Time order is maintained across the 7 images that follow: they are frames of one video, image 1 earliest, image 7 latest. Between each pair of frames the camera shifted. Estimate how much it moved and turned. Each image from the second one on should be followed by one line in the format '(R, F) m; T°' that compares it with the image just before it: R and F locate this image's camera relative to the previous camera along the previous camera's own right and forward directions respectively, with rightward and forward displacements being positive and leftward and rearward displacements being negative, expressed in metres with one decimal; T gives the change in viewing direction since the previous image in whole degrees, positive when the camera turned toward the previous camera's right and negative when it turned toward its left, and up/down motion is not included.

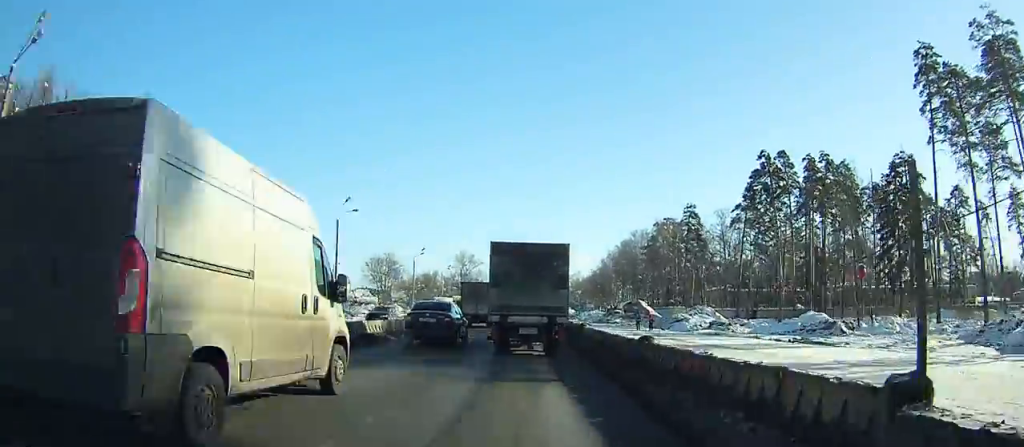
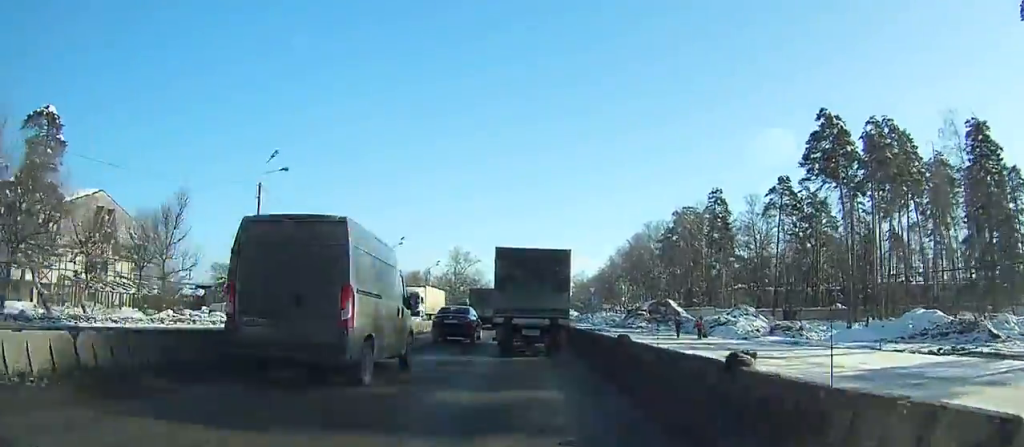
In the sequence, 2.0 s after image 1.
(+0.2, +19.0) m; +1°
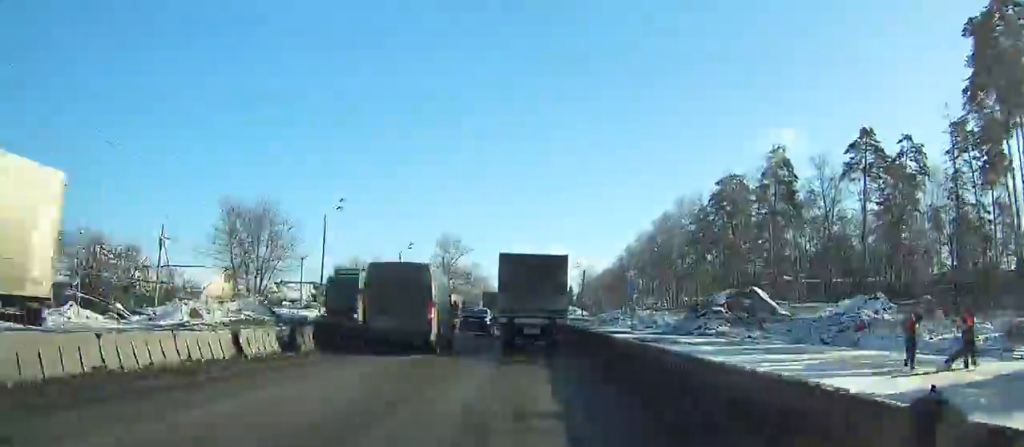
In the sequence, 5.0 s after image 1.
(+0.1, +29.7) m; 0°
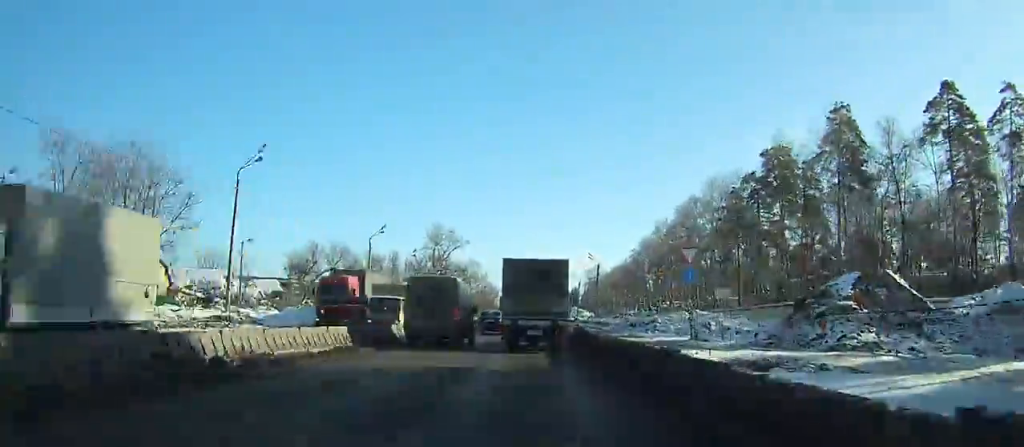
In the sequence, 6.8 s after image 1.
(0.0, +18.8) m; 0°
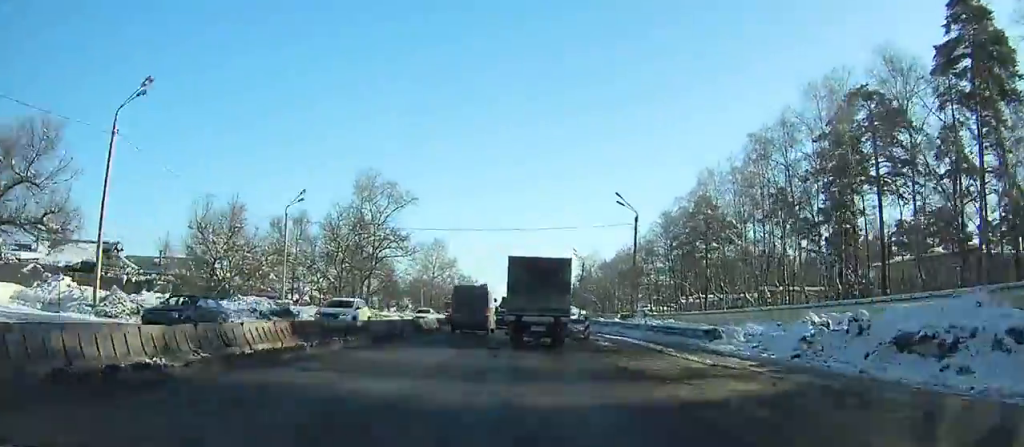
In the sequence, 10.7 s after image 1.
(0.0, +43.1) m; 0°
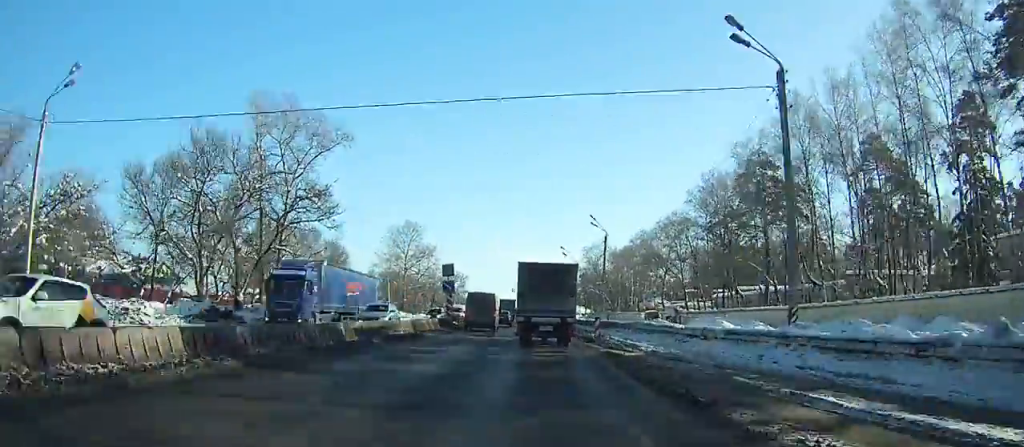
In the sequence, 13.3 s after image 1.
(0.0, +30.1) m; 0°
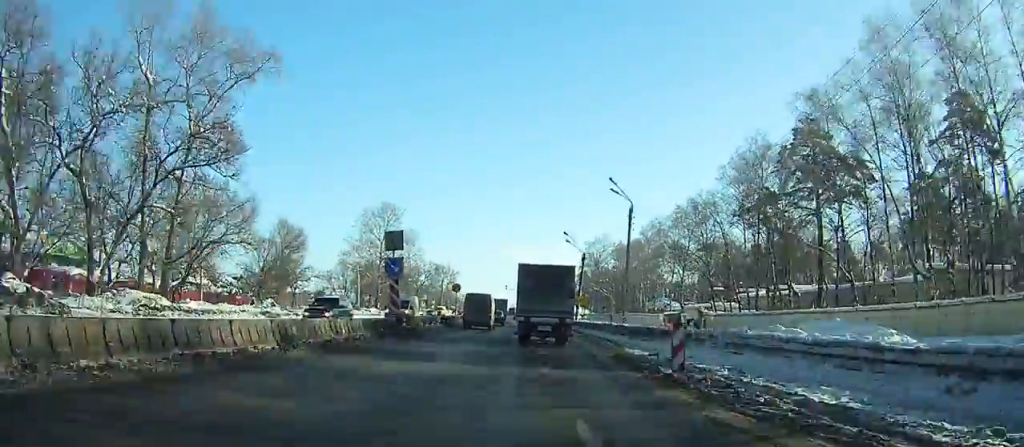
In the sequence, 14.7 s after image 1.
(0.0, +16.3) m; 0°
